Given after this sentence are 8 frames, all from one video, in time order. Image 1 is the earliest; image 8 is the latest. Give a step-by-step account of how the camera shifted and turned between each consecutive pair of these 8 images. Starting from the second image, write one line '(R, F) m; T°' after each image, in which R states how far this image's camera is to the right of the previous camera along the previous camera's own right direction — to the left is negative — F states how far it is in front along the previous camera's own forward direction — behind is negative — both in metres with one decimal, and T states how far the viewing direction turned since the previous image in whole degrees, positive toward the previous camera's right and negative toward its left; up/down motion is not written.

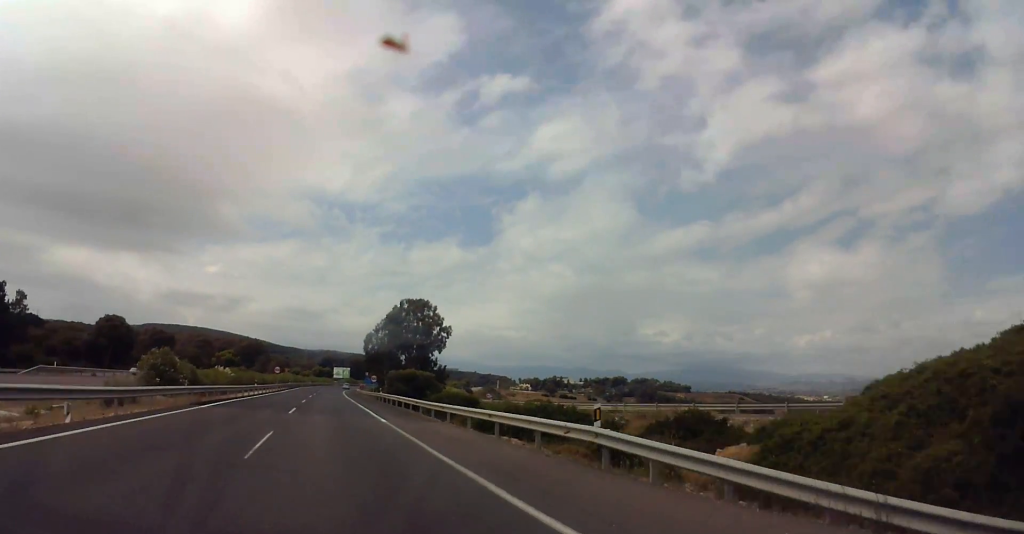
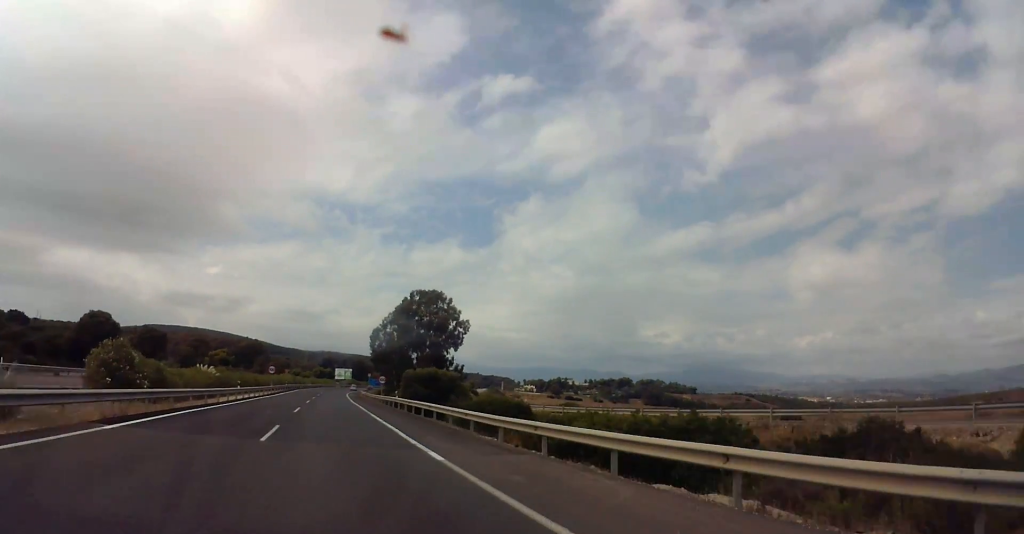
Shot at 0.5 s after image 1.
(0.0, +12.2) m; 0°
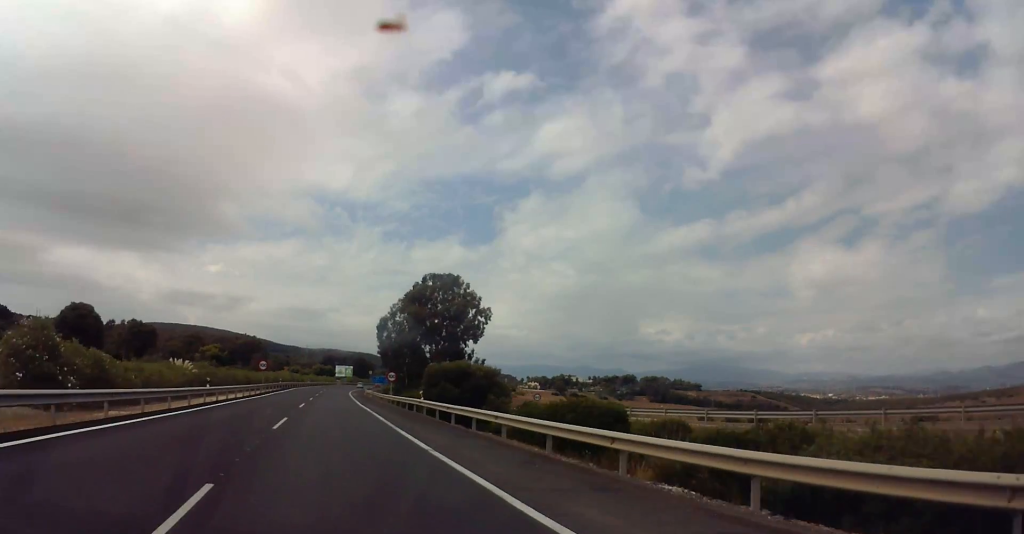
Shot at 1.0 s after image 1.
(0.0, +12.2) m; 0°
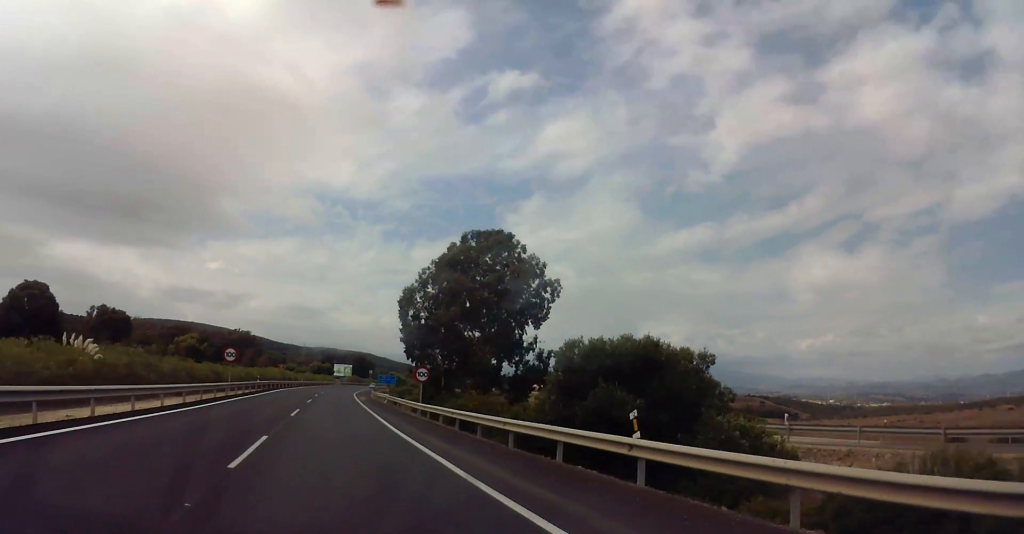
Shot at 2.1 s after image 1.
(0.0, +25.1) m; -1°
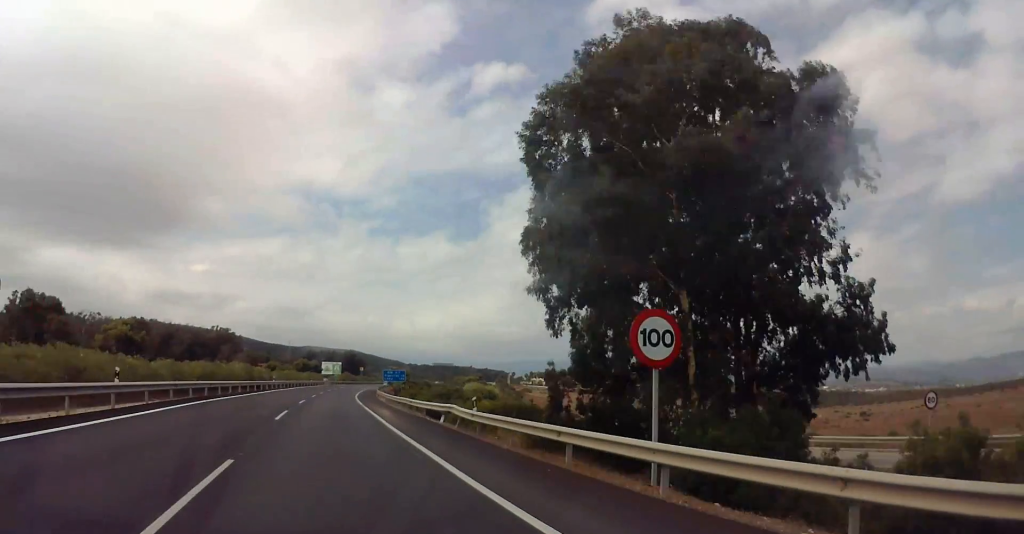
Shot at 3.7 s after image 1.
(-0.2, +37.3) m; 0°
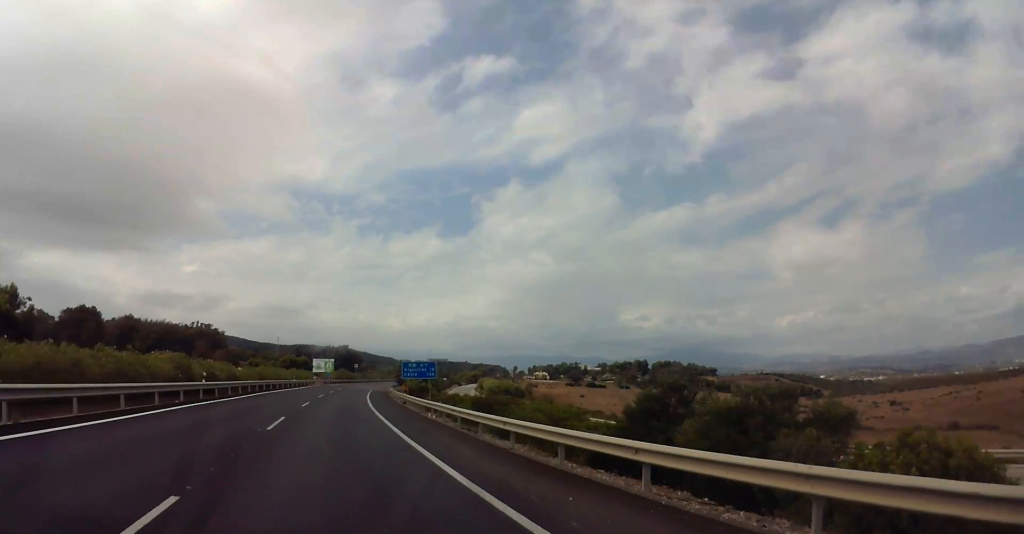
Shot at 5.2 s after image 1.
(+0.2, +35.4) m; 0°
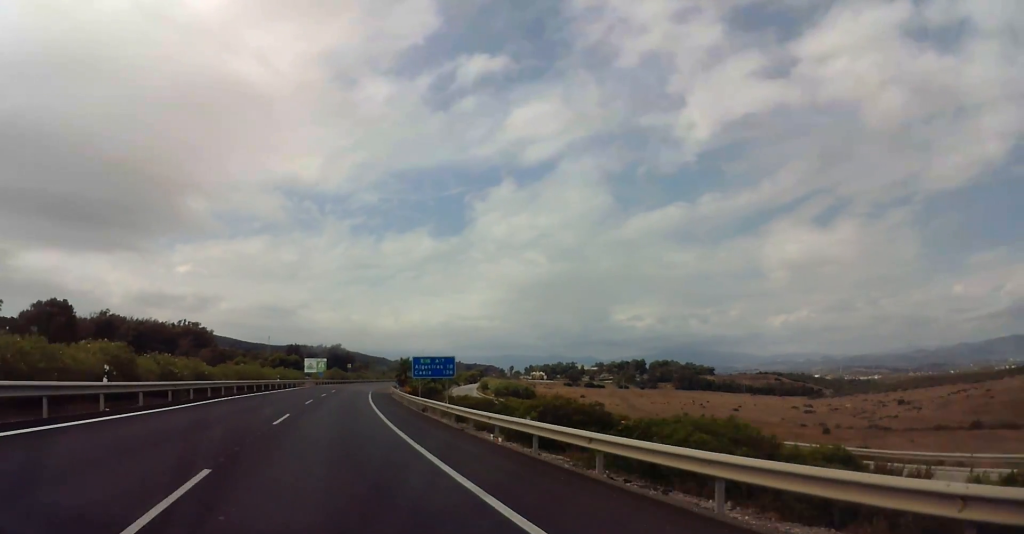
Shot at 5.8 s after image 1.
(0.0, +14.0) m; 0°
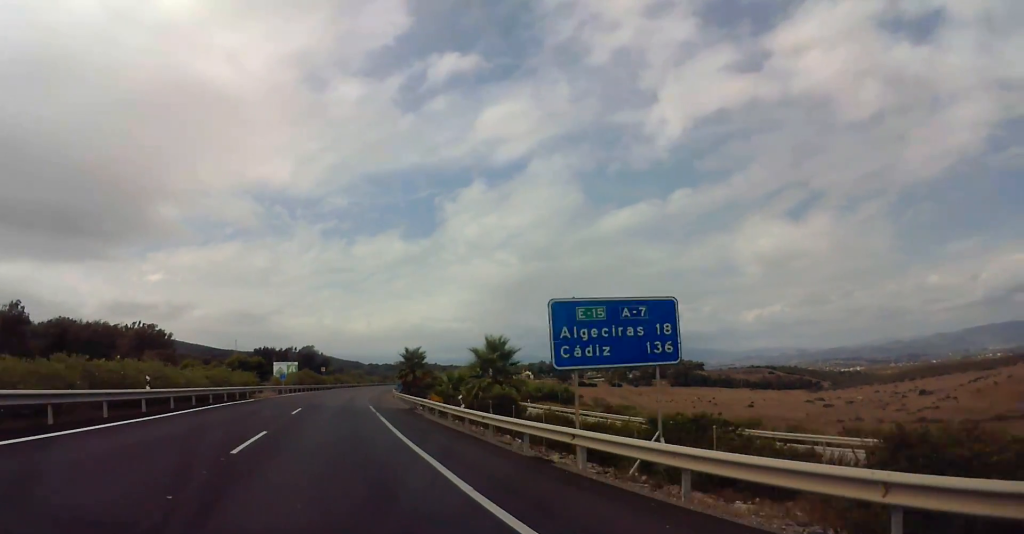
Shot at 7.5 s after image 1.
(+1.1, +38.4) m; +4°
